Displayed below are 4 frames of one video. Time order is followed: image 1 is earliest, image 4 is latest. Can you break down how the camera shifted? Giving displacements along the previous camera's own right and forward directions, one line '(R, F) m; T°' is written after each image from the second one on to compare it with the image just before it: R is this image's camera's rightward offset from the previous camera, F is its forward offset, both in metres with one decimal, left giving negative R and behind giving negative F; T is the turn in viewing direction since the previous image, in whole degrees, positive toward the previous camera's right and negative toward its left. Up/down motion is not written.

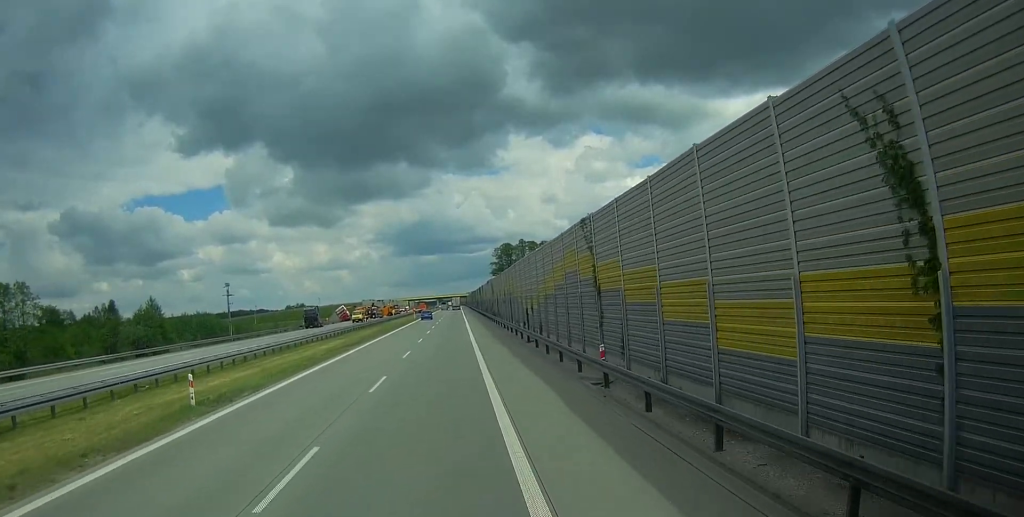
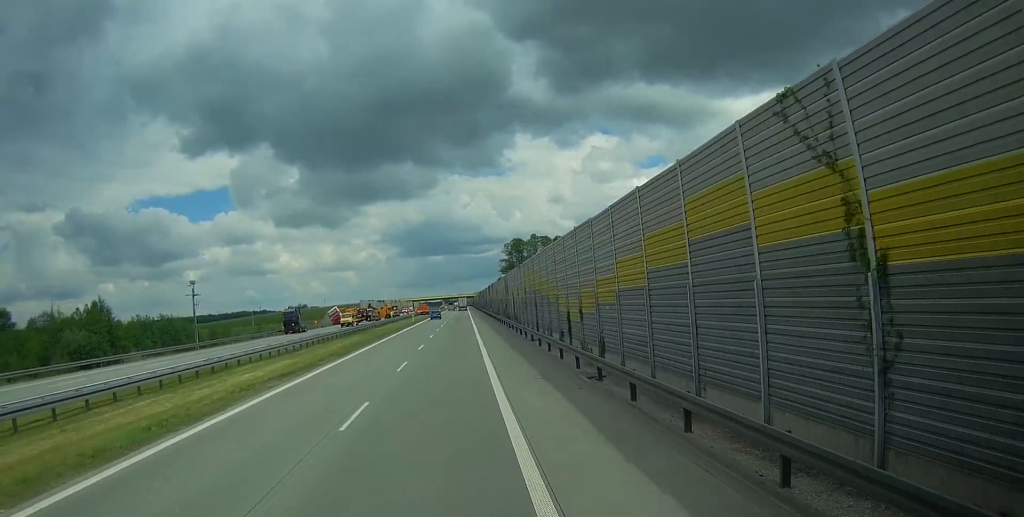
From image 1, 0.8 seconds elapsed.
(0.0, +18.3) m; 0°
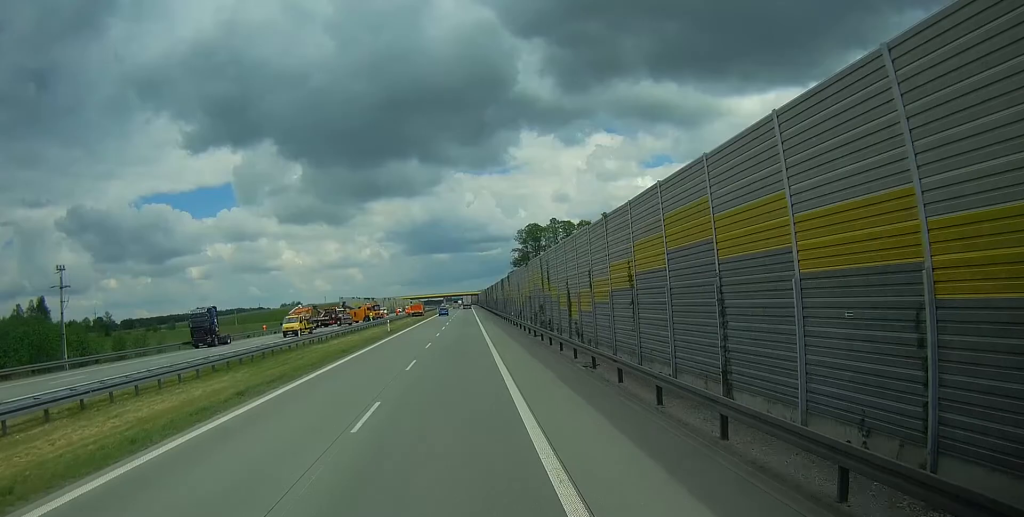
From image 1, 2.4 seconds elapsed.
(0.0, +36.9) m; 0°
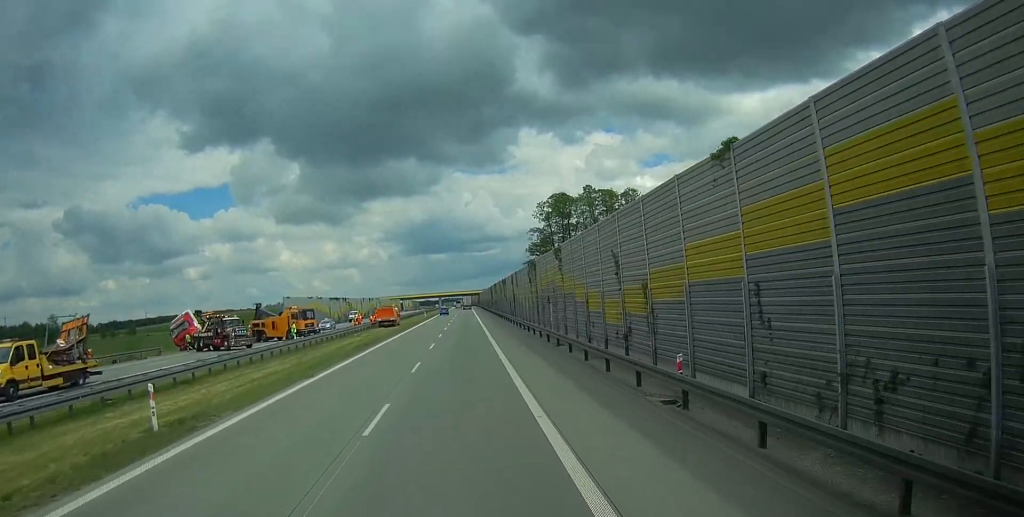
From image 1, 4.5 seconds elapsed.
(0.0, +48.9) m; 0°
